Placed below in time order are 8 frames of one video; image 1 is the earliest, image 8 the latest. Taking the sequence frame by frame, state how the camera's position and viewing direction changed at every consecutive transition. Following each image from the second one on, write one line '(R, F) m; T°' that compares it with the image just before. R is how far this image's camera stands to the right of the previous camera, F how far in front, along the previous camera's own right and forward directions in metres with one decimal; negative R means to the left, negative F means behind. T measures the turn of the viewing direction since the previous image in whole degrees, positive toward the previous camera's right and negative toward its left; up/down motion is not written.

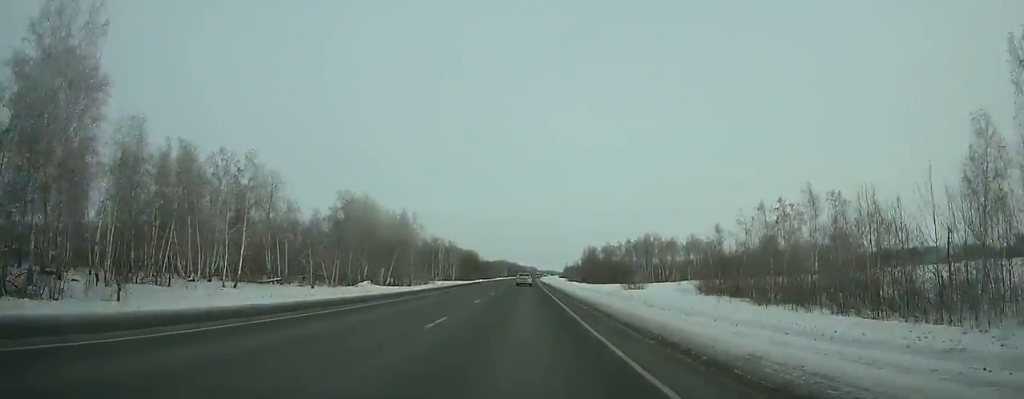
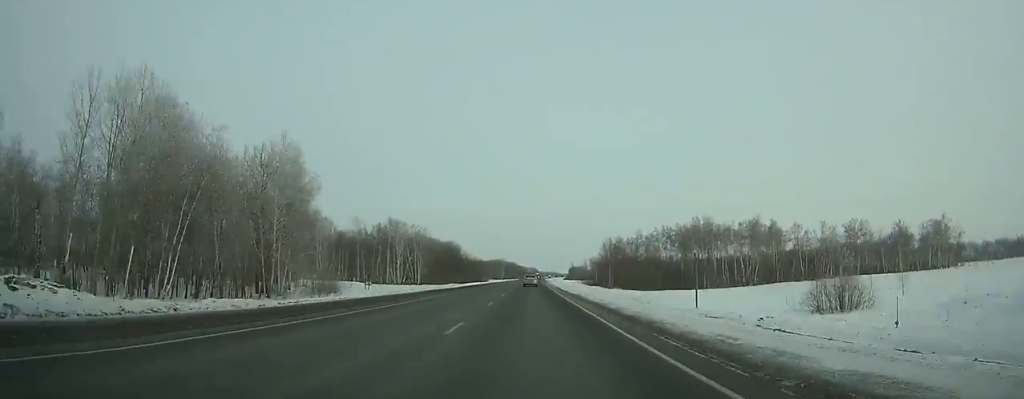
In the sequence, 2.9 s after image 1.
(+0.4, +73.9) m; +1°
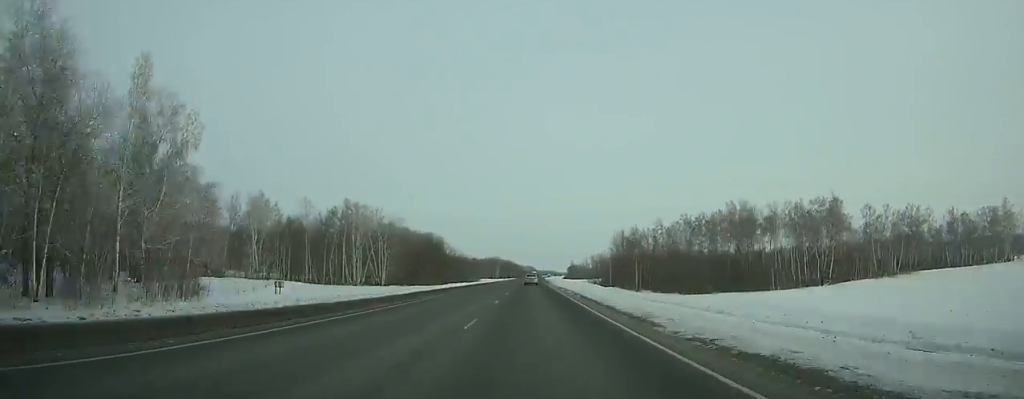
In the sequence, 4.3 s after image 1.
(-0.1, +35.6) m; 0°
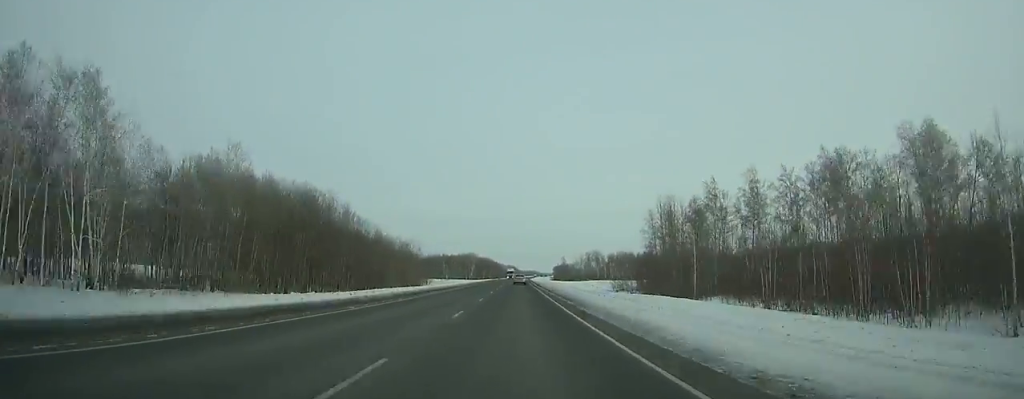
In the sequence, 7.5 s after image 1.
(+0.8, +82.0) m; +1°
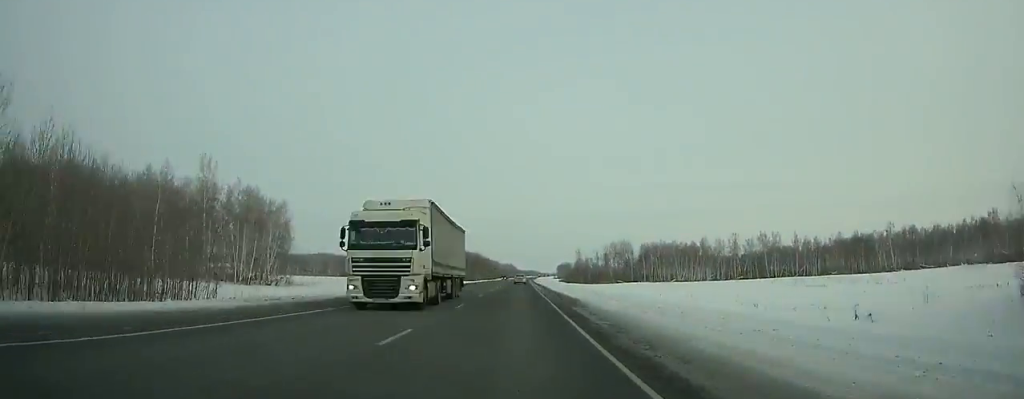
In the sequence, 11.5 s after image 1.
(-0.2, +105.3) m; 0°
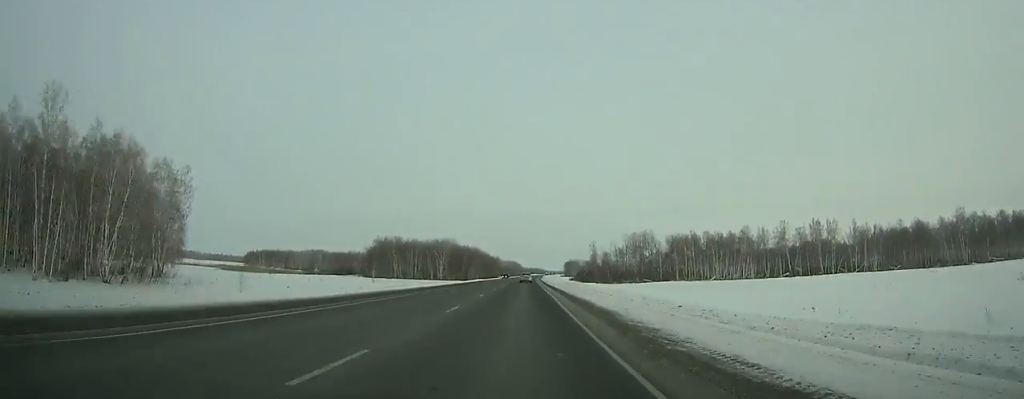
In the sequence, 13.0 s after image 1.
(-0.1, +40.2) m; 0°
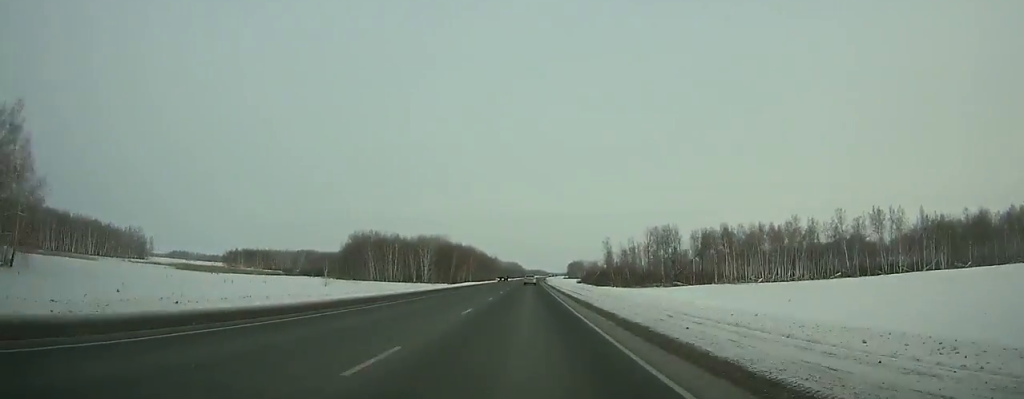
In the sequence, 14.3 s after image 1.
(0.0, +35.0) m; 0°
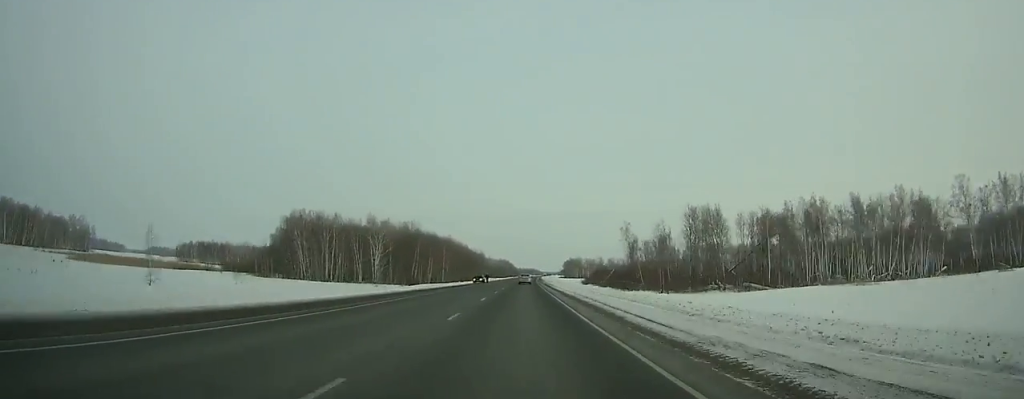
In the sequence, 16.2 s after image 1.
(+0.1, +51.5) m; 0°
